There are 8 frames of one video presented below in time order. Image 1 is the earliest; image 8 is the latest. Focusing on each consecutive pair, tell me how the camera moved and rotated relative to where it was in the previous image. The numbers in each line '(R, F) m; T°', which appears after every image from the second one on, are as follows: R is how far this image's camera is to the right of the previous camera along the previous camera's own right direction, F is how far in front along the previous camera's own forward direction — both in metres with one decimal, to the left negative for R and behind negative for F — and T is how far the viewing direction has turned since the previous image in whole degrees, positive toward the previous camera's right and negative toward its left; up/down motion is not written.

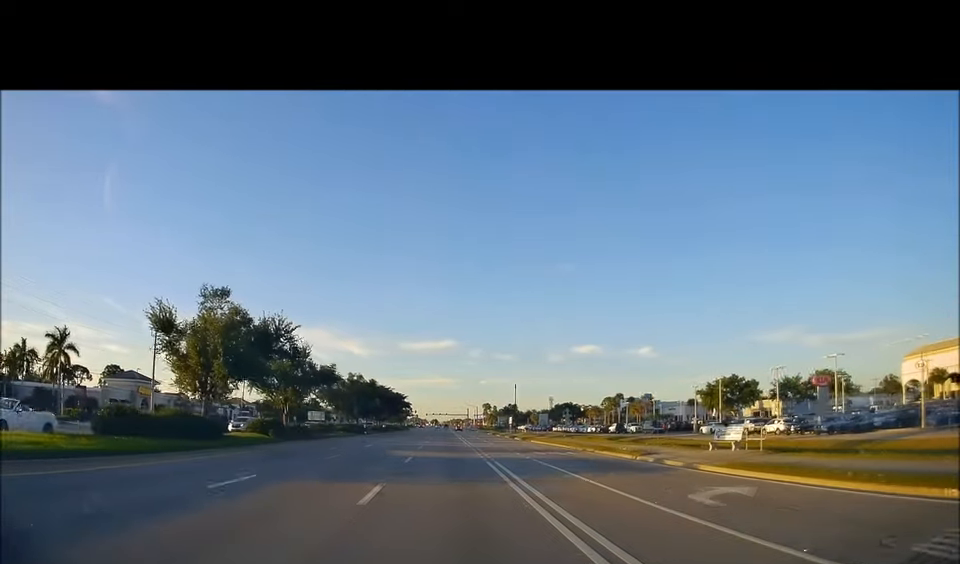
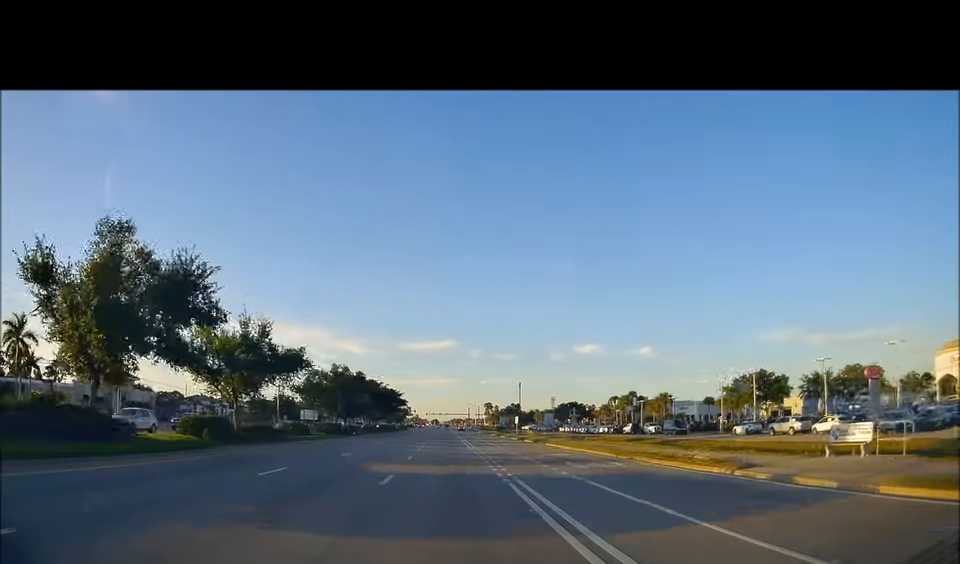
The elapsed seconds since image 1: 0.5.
(0.0, +7.7) m; 0°
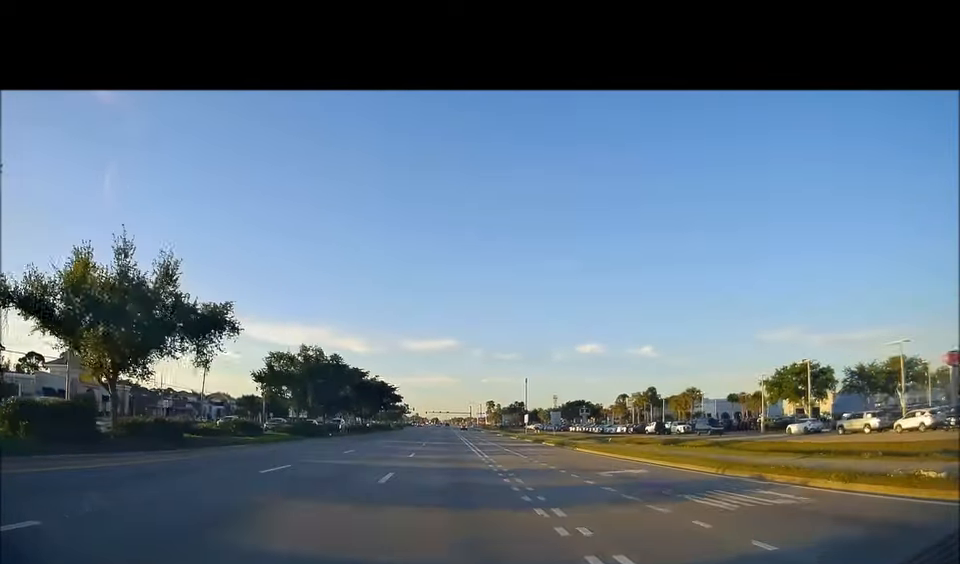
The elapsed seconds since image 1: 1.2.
(0.0, +9.6) m; 0°
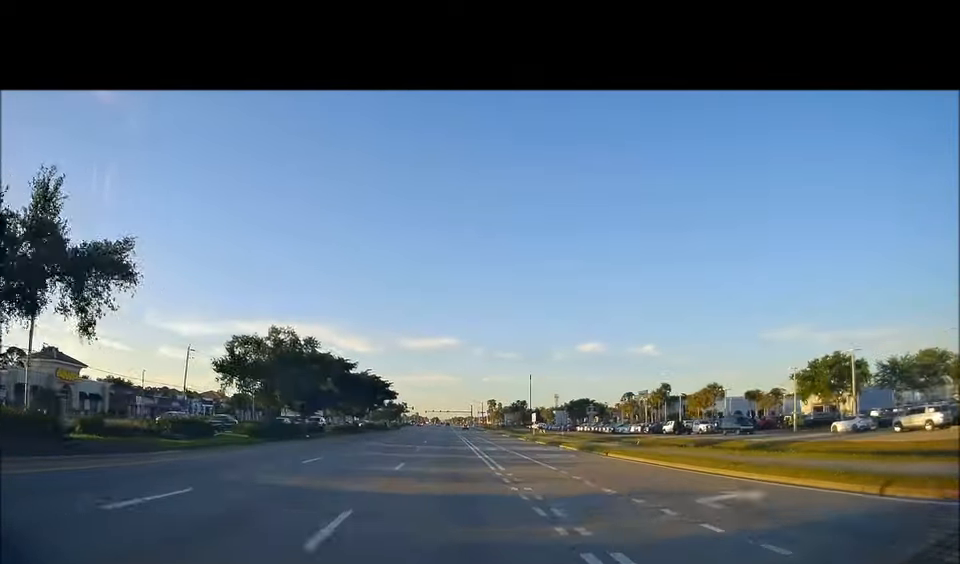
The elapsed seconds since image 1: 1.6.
(0.0, +6.4) m; 0°
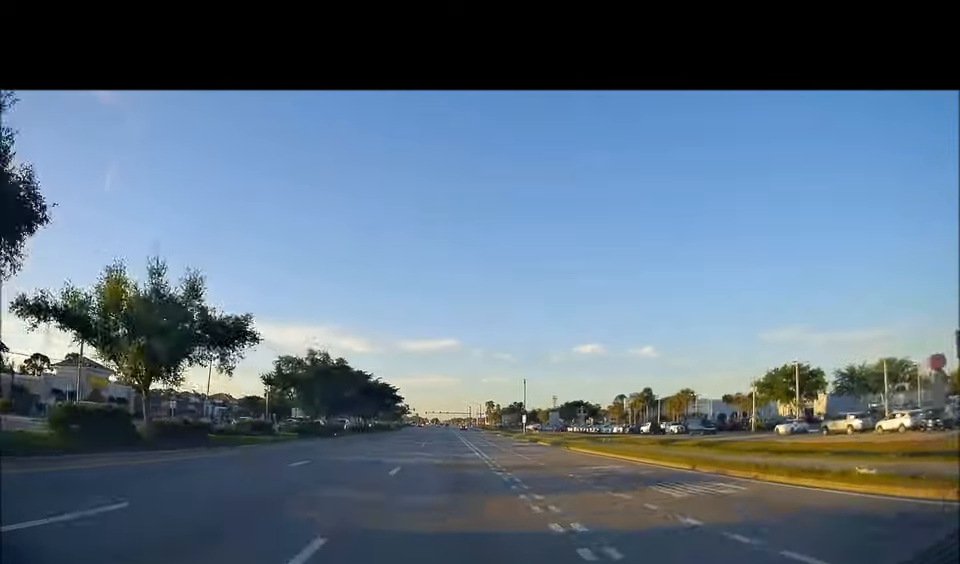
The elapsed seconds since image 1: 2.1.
(0.0, +6.8) m; 0°
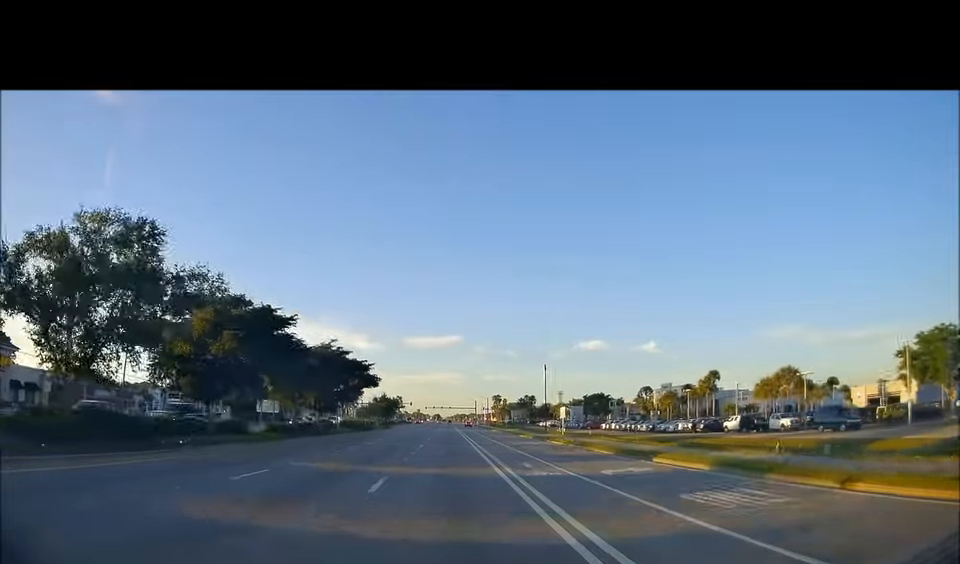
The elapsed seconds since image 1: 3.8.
(0.0, +27.8) m; 0°
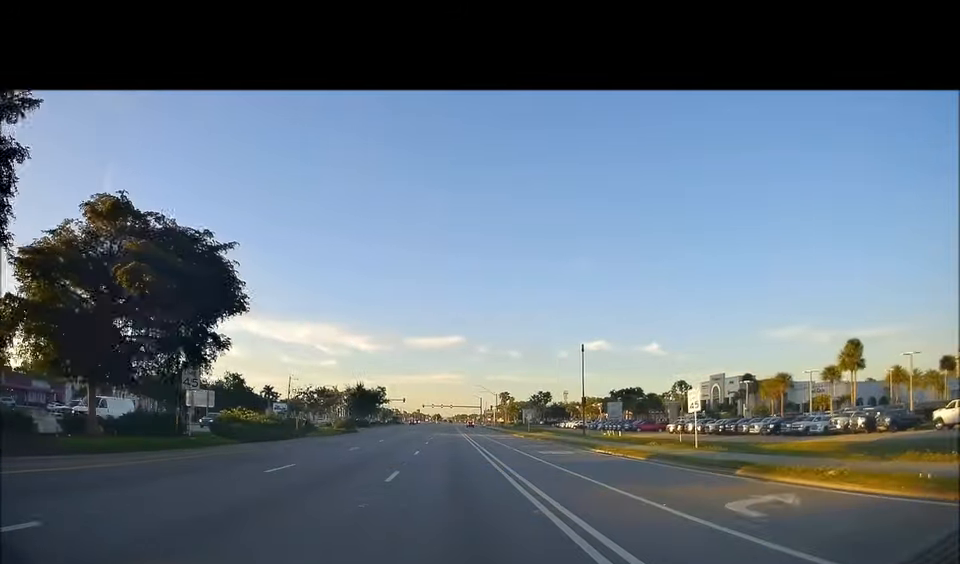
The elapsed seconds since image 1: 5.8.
(-0.7, +34.2) m; -1°
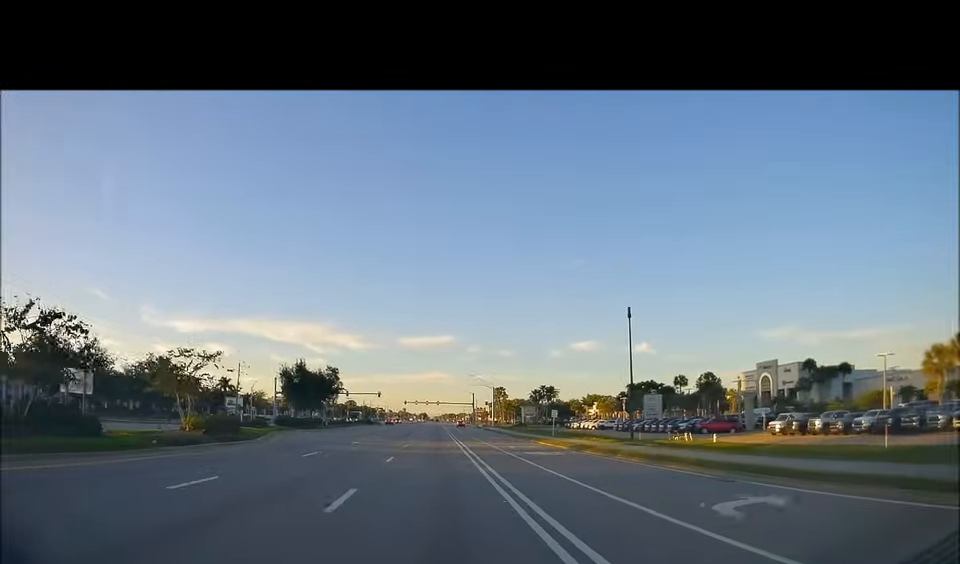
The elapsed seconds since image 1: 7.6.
(-0.1, +29.8) m; 0°
